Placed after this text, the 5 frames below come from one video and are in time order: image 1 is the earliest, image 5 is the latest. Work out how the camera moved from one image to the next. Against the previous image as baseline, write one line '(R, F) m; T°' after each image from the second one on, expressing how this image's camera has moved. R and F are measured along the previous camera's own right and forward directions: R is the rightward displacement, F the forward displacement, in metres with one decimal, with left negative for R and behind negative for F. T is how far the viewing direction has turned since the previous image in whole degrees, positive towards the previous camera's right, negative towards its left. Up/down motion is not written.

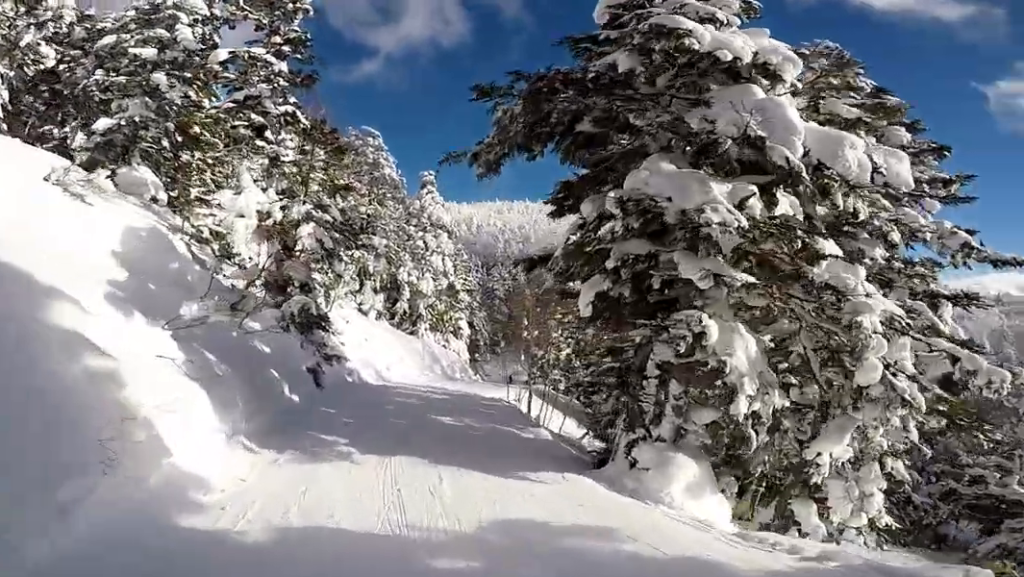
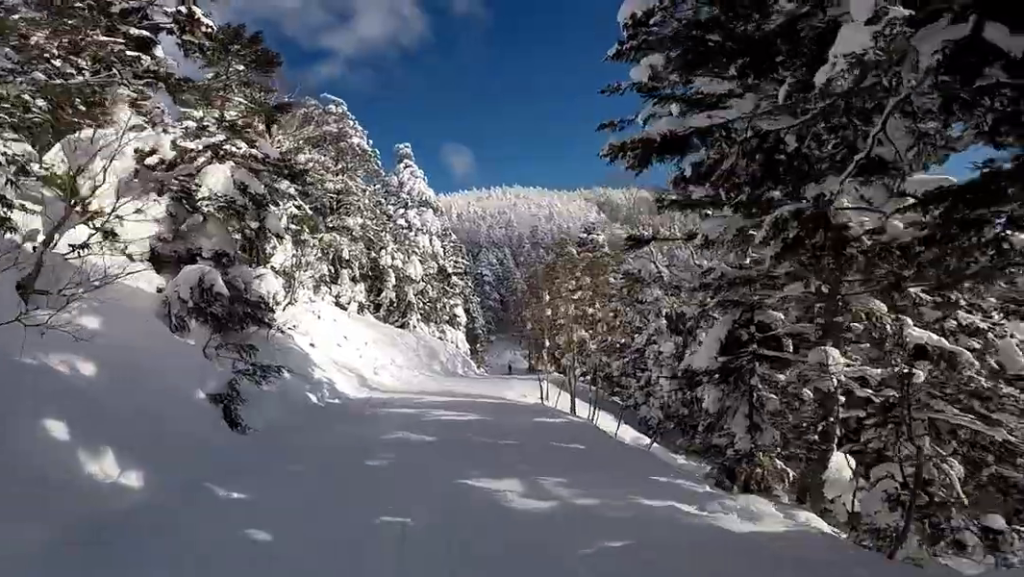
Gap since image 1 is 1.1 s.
(+1.3, +6.1) m; +5°
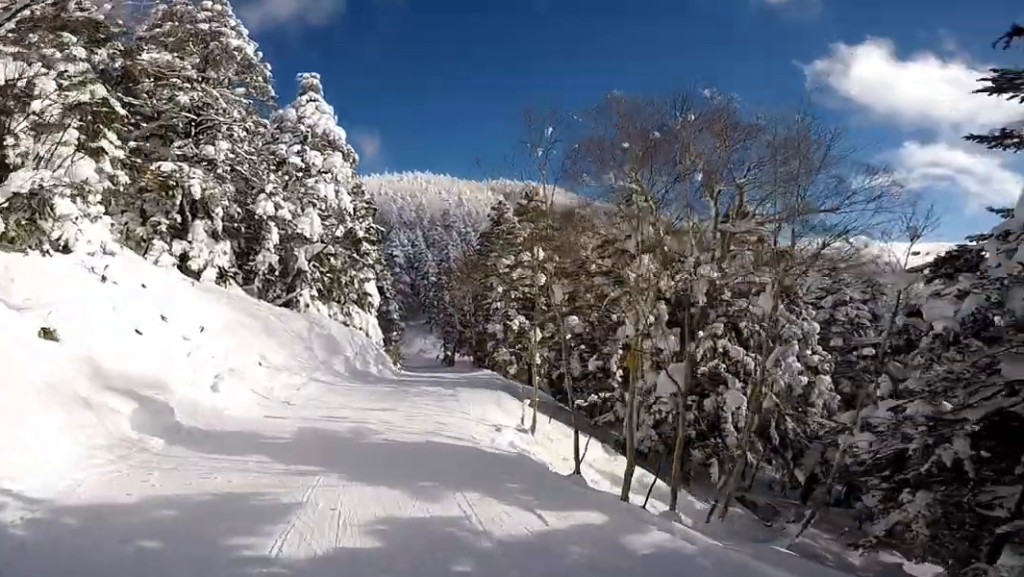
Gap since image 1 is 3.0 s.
(+0.2, +10.5) m; +13°
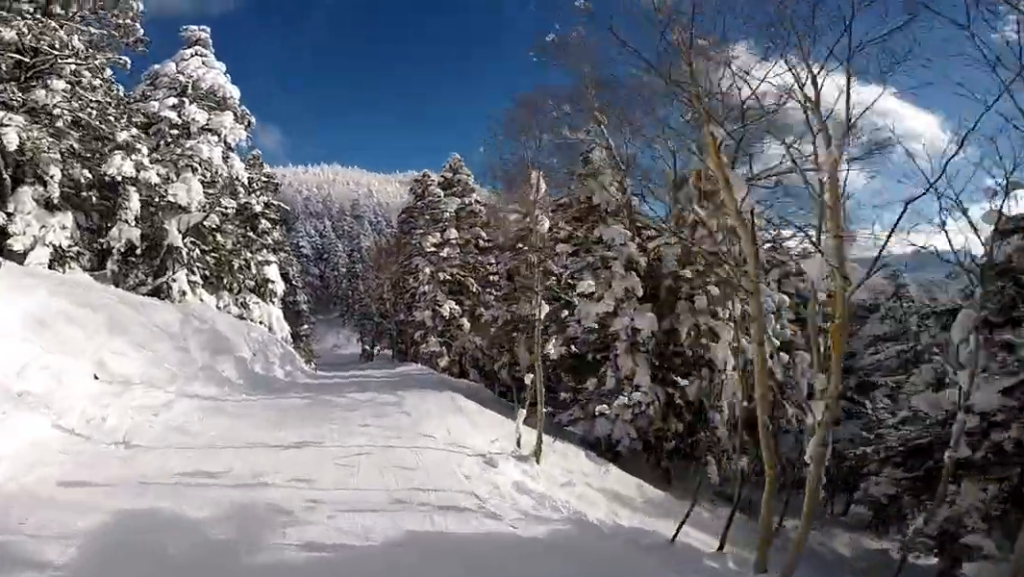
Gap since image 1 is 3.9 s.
(+0.2, +5.4) m; +2°
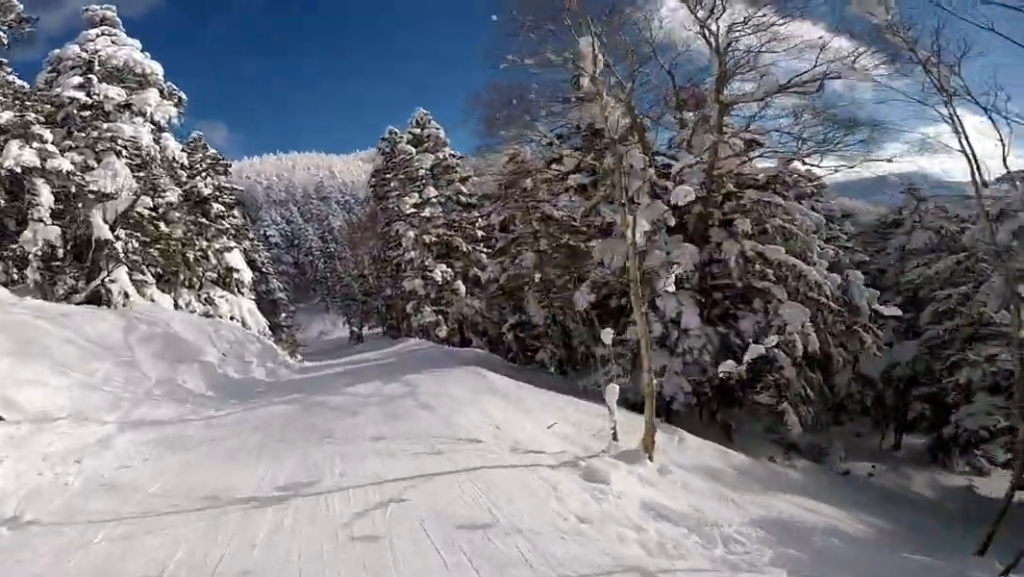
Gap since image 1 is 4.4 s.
(0.0, +3.1) m; -2°
